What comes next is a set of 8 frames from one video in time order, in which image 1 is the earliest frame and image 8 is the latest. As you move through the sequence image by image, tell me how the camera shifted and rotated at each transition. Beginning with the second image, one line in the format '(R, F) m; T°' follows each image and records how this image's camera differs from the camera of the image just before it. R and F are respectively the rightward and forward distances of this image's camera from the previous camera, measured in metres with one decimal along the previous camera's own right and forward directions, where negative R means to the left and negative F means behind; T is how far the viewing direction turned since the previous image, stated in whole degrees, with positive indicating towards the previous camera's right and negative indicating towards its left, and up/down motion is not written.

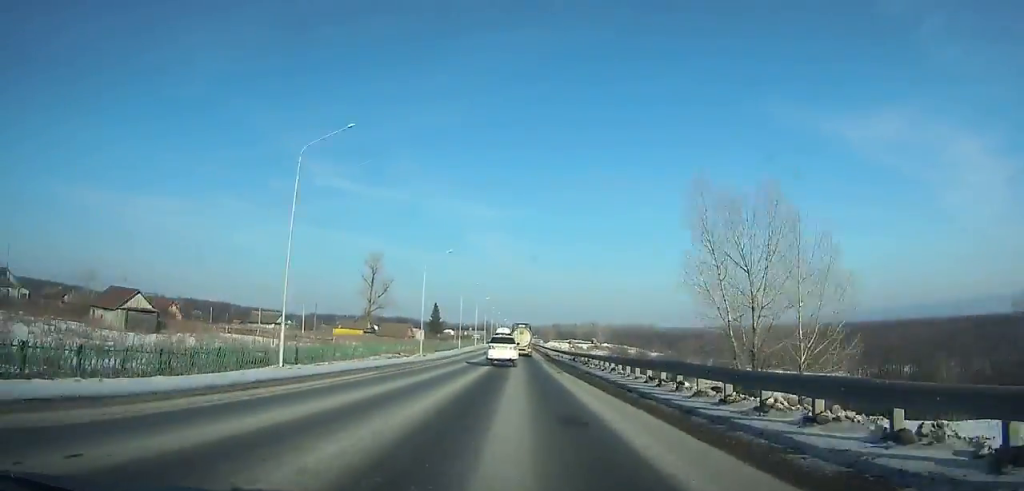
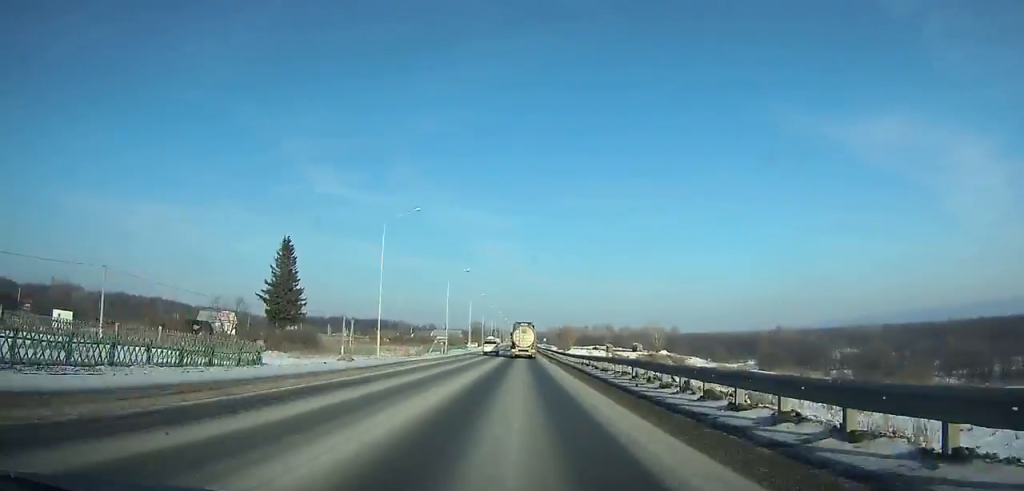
(+0.3, +157.5) m; 0°
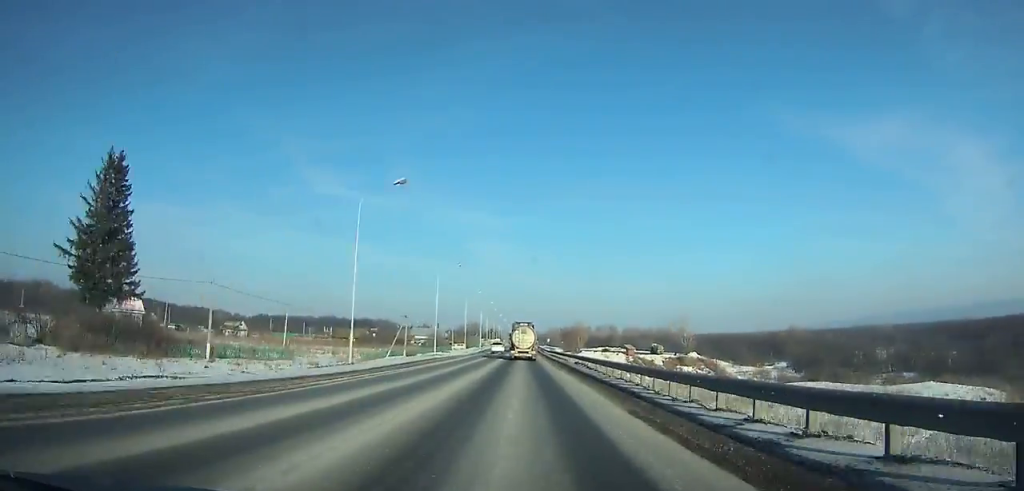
(+0.1, +41.2) m; 0°
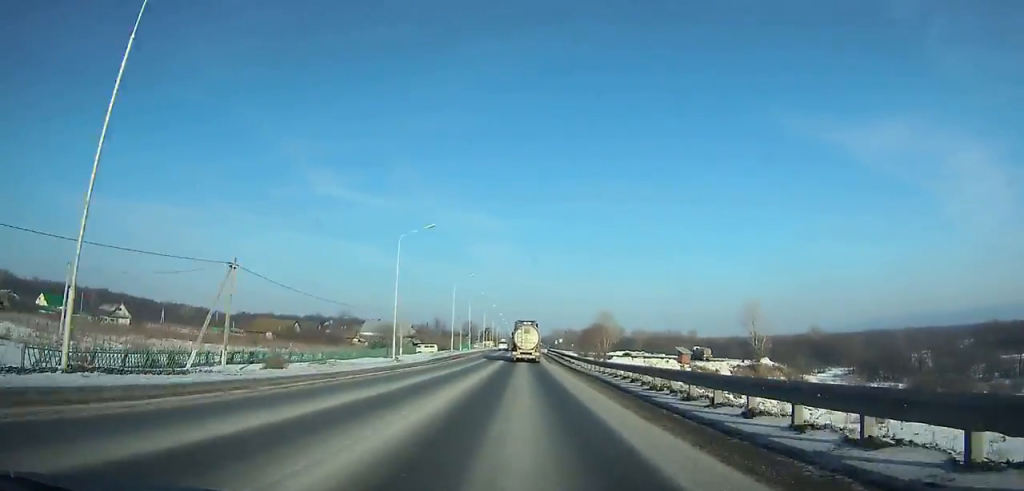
(+0.1, +56.9) m; 0°
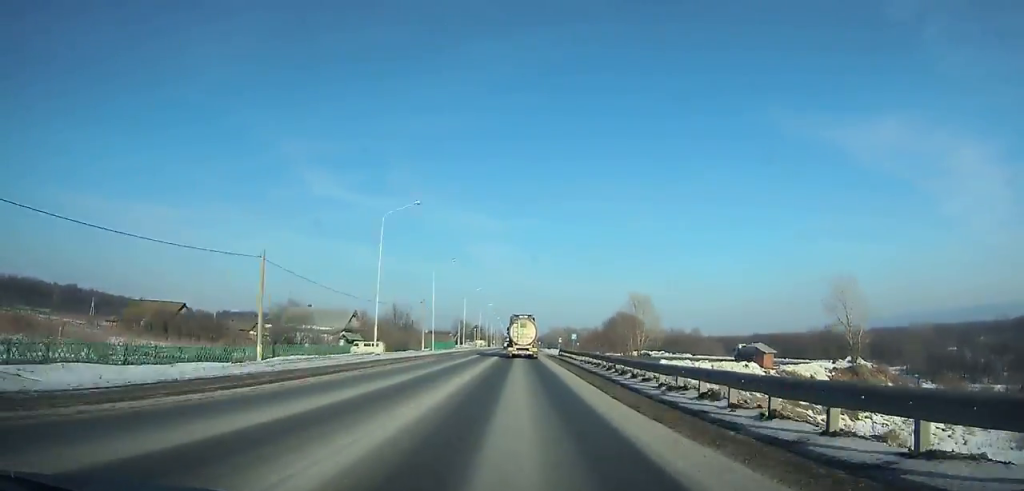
(0.0, +40.5) m; 0°
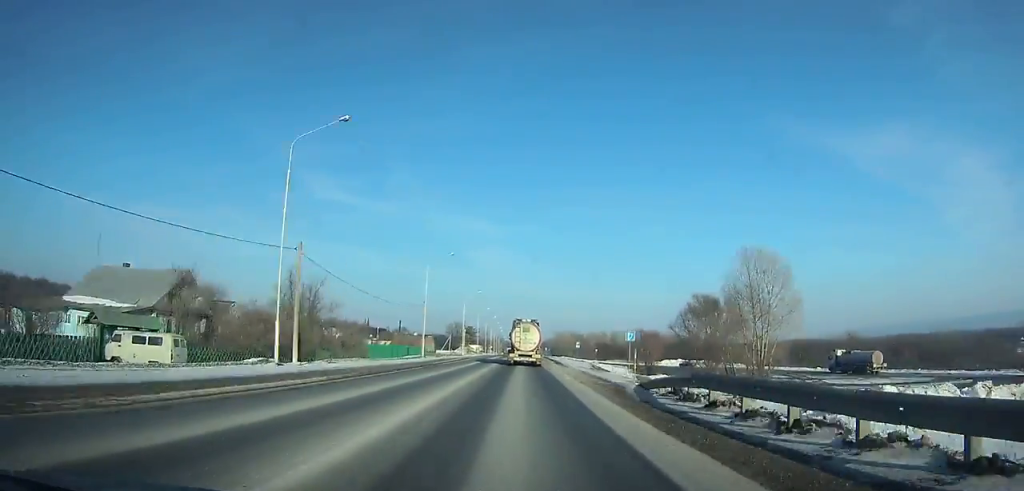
(0.0, +44.7) m; 0°
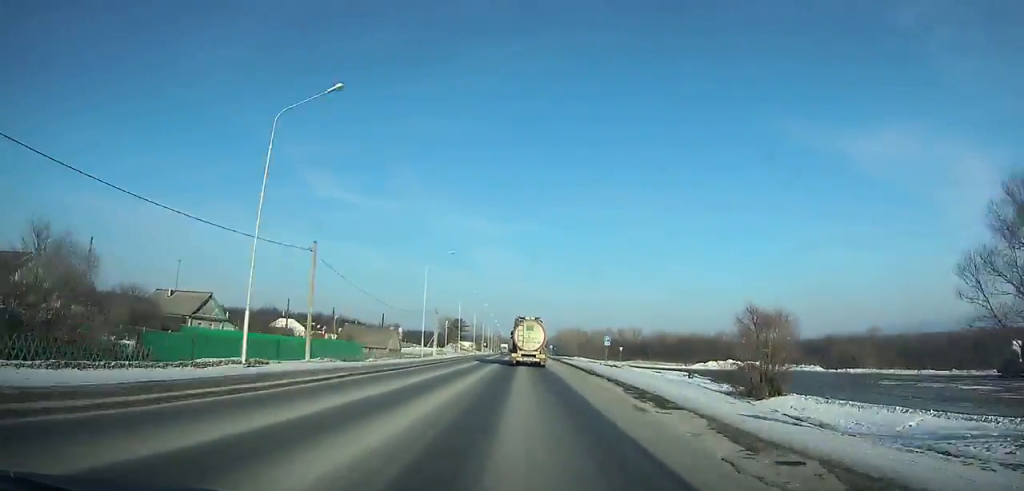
(0.0, +39.9) m; 0°
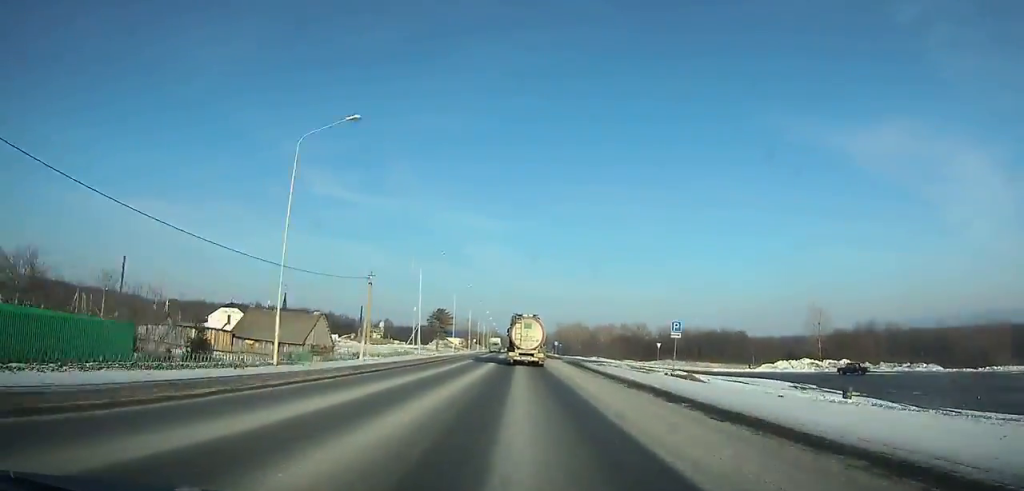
(+0.1, +35.1) m; 0°
